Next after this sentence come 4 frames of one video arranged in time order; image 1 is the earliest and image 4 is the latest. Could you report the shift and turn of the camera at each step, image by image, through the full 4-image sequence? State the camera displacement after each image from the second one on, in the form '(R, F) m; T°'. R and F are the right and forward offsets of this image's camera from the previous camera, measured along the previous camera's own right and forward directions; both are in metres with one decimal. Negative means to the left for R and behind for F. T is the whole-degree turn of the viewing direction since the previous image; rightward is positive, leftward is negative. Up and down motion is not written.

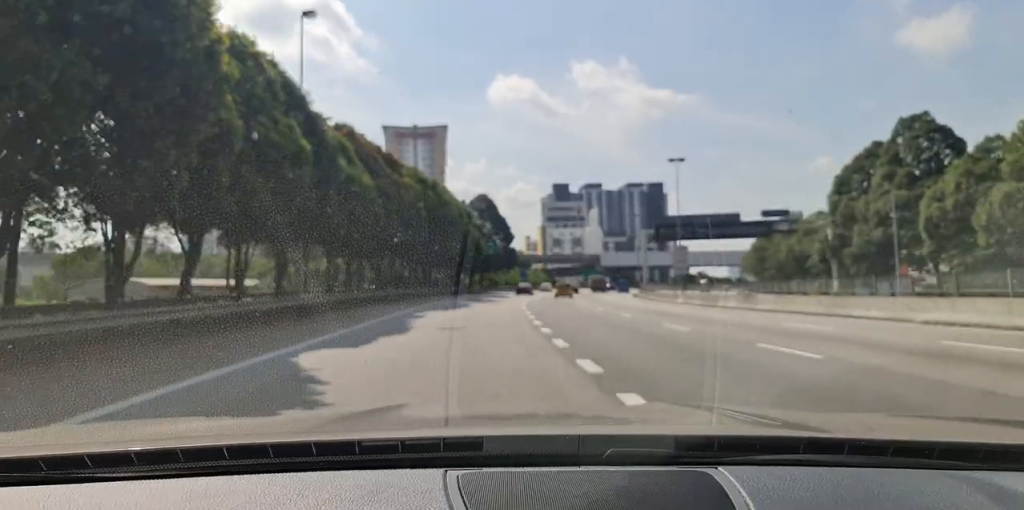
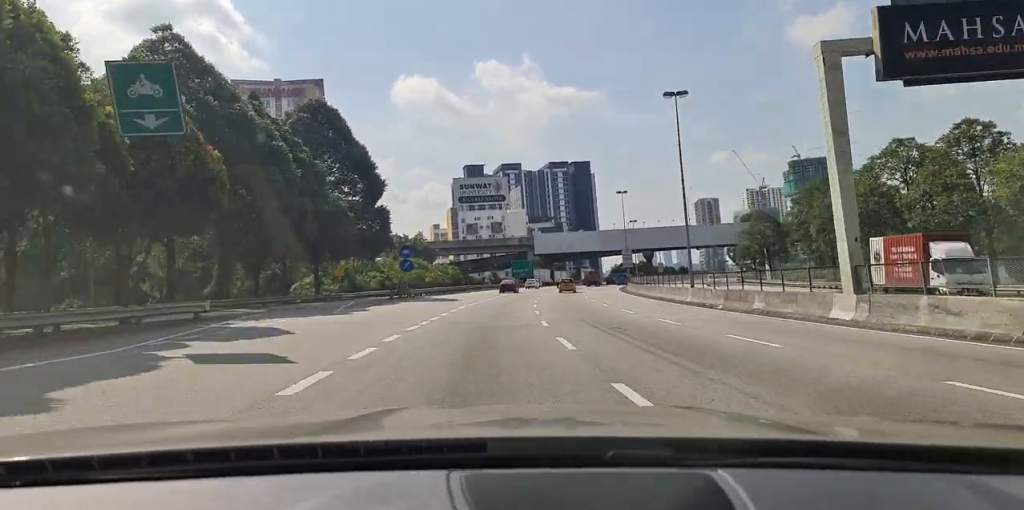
(+2.7, +74.6) m; +7°
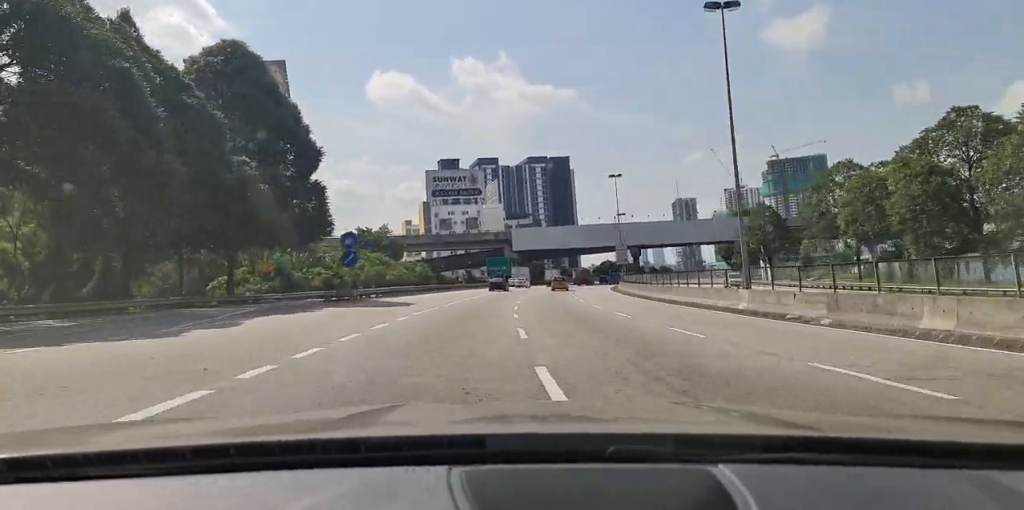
(+0.4, +14.0) m; +1°
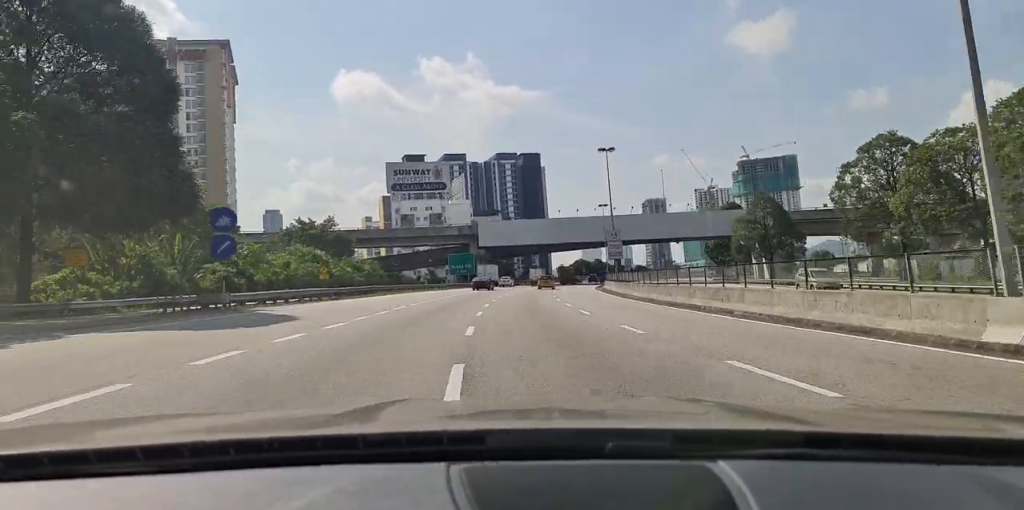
(+0.2, +17.9) m; +2°
